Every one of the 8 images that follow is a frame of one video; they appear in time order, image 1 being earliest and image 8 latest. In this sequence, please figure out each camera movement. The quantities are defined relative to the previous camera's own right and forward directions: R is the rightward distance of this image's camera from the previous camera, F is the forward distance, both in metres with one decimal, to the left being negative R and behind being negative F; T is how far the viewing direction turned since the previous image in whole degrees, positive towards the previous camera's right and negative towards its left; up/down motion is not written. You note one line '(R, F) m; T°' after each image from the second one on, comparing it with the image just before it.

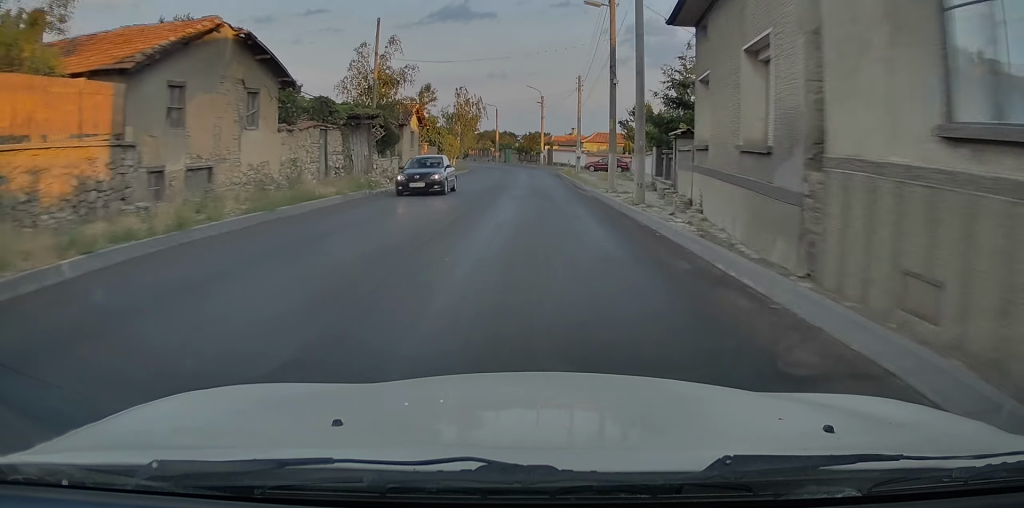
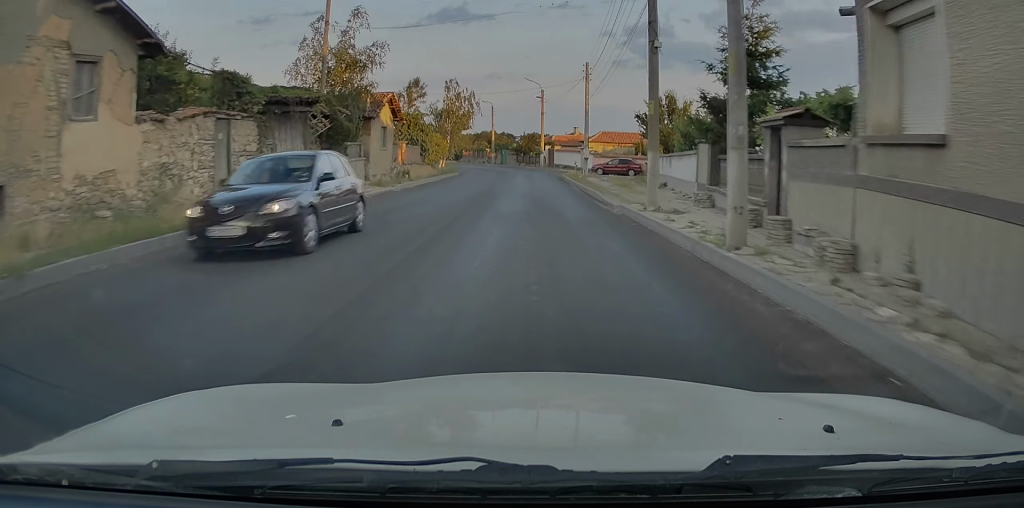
(0.0, +8.0) m; 0°
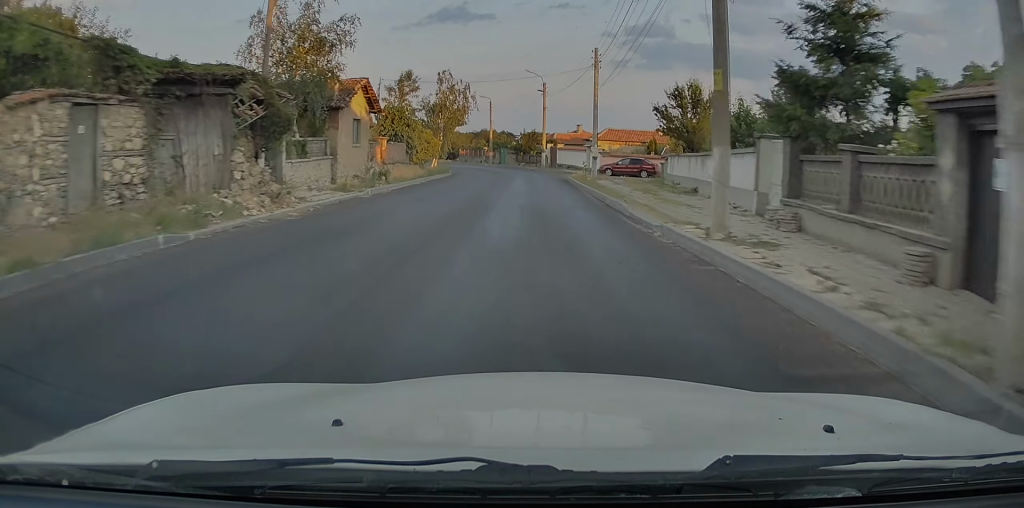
(0.0, +5.6) m; 0°
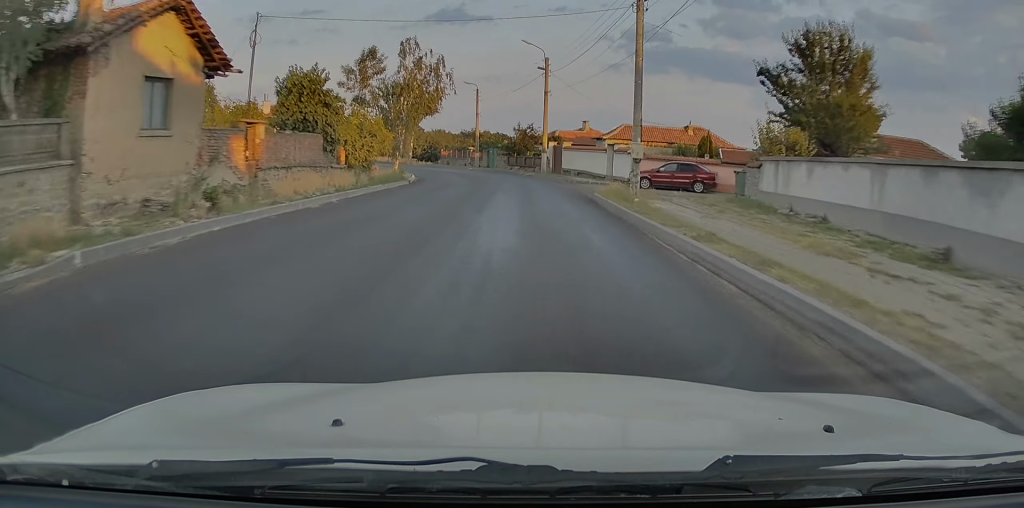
(-0.1, +16.1) m; 0°
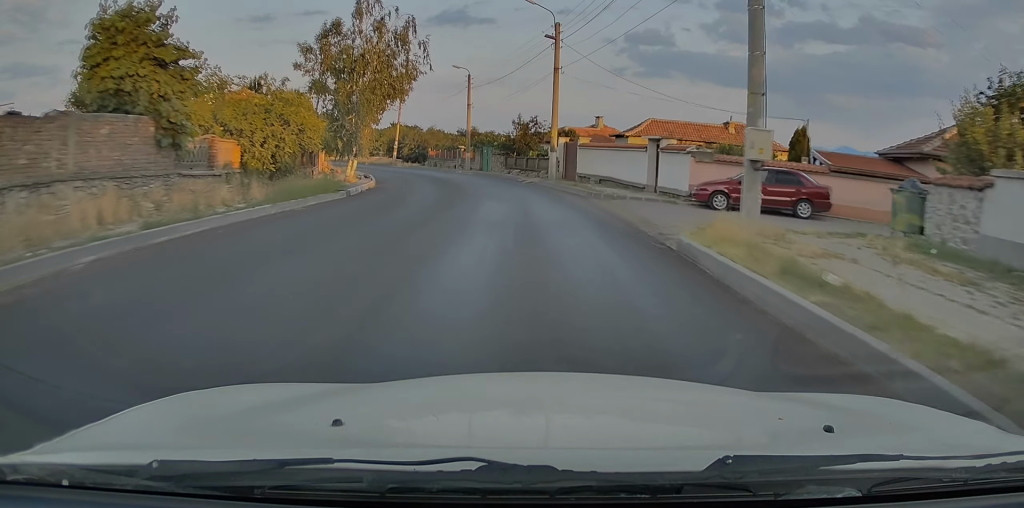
(0.0, +11.9) m; 0°
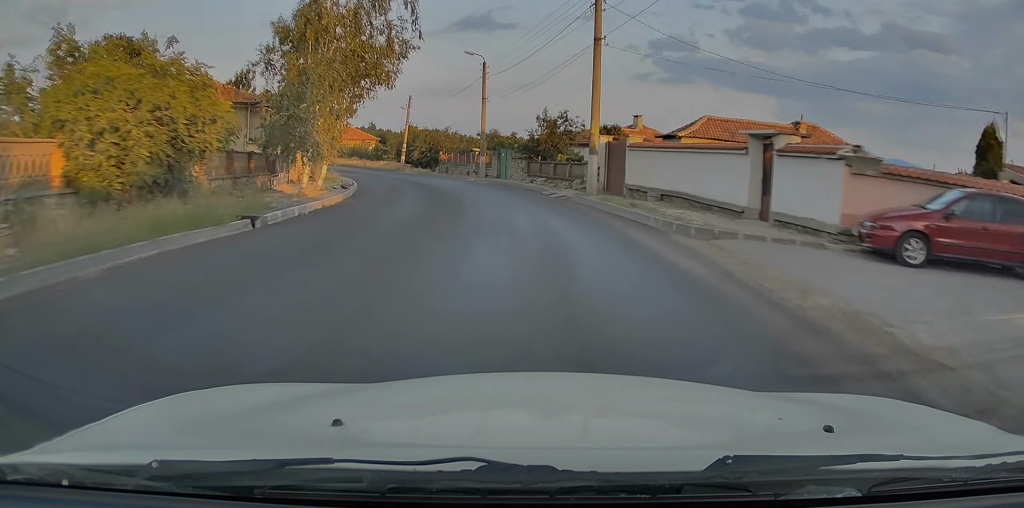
(-0.1, +9.2) m; -1°
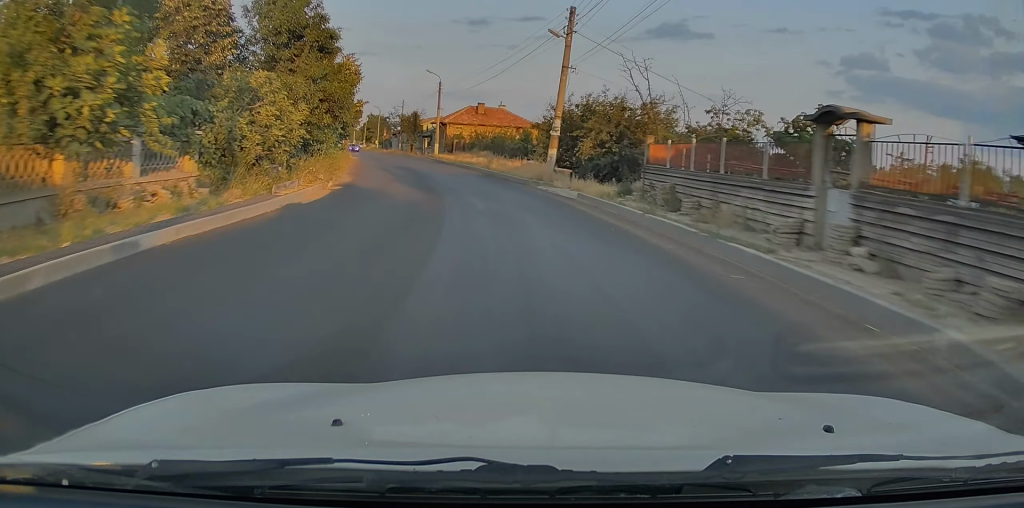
(-4.9, +39.5) m; -16°
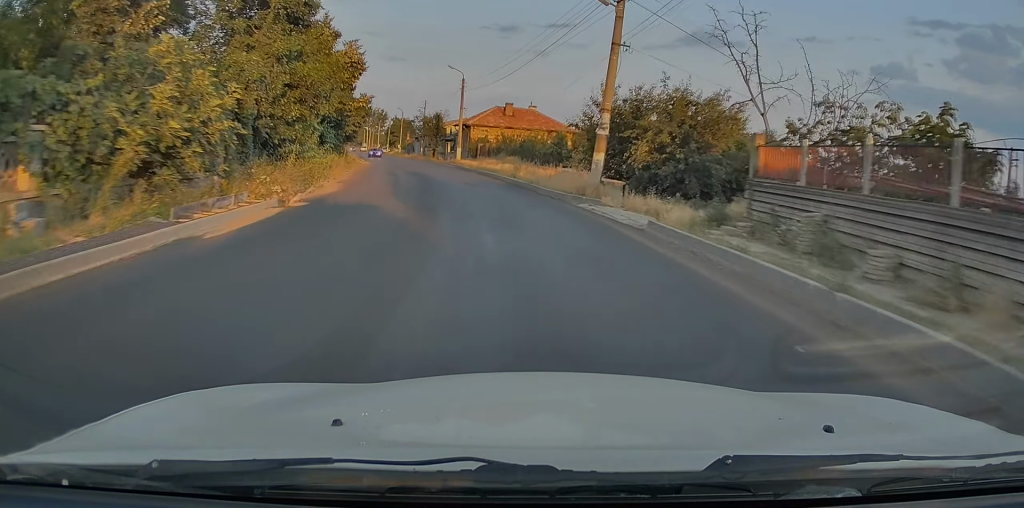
(-0.2, +7.1) m; -4°
